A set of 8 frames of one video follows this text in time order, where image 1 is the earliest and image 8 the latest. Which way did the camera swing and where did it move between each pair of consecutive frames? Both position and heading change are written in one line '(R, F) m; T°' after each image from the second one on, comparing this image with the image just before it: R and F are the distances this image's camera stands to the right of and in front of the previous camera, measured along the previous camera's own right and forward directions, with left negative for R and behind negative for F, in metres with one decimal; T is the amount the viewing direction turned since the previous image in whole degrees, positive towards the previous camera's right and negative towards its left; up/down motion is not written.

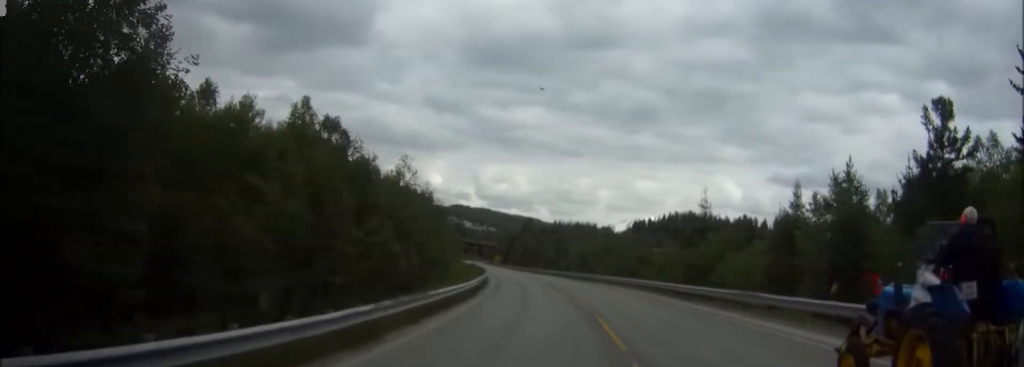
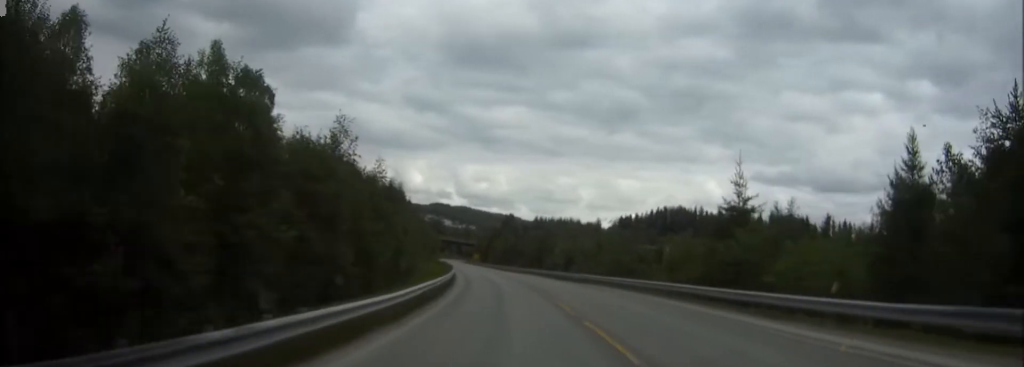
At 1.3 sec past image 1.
(+1.2, +14.2) m; +2°
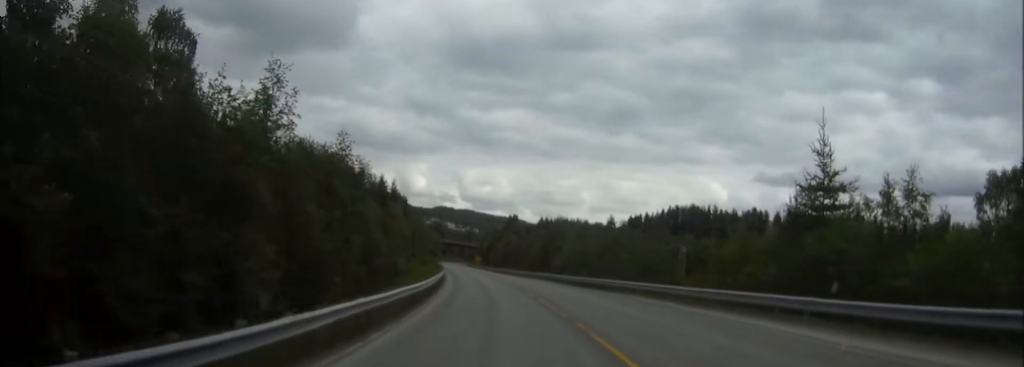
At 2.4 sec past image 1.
(-1.3, +12.7) m; -6°
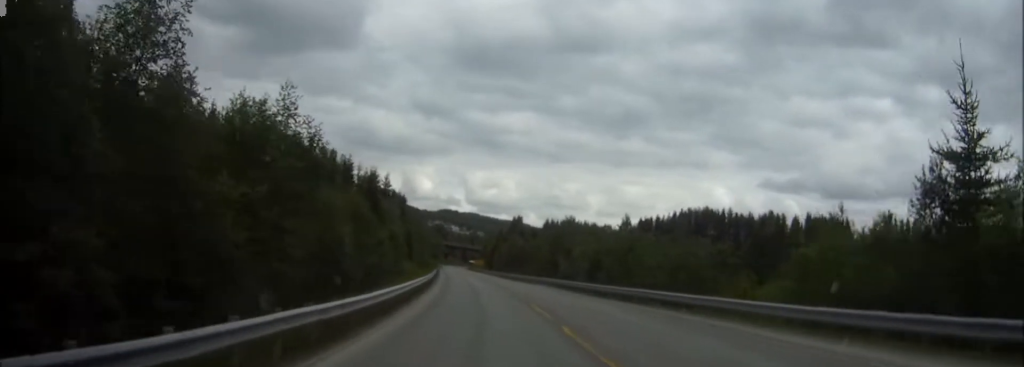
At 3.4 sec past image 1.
(+0.1, +12.4) m; +1°
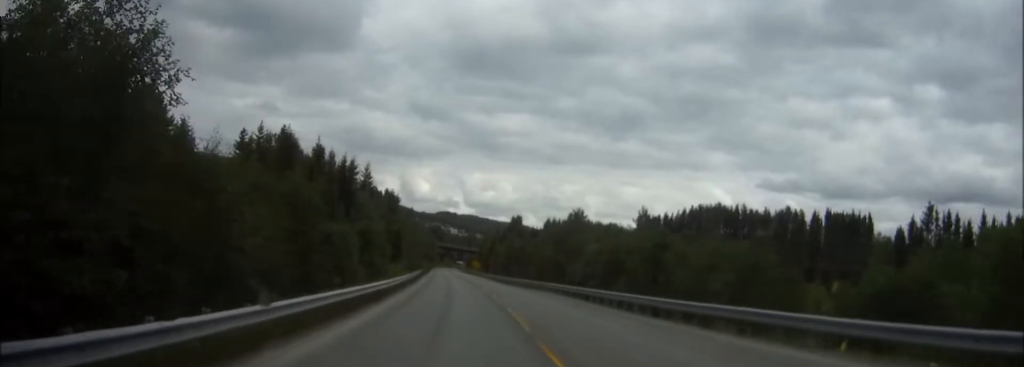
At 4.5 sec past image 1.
(+0.2, +16.3) m; -3°
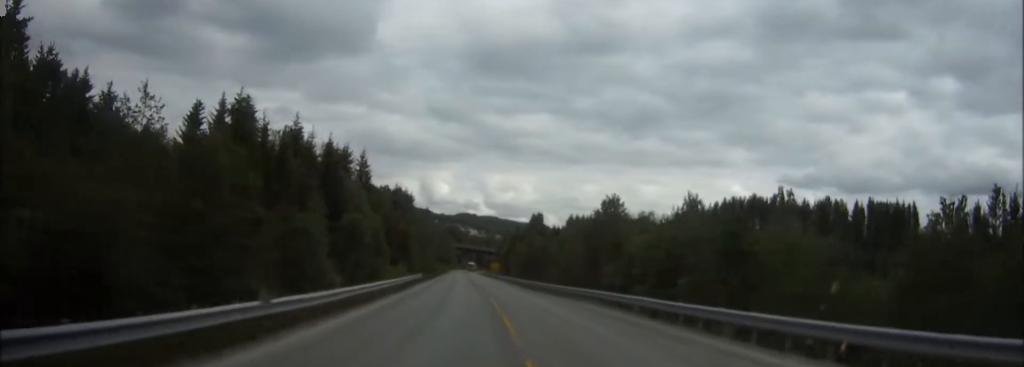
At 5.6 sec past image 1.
(-1.1, +16.9) m; -4°
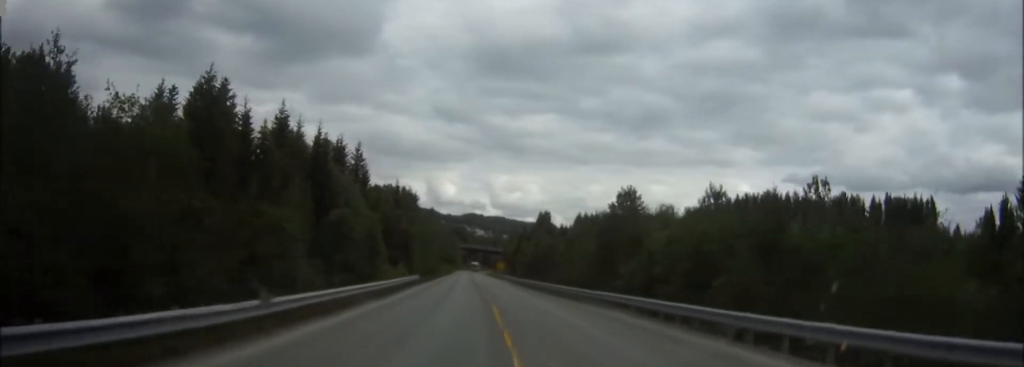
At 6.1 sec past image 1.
(0.0, +7.0) m; 0°
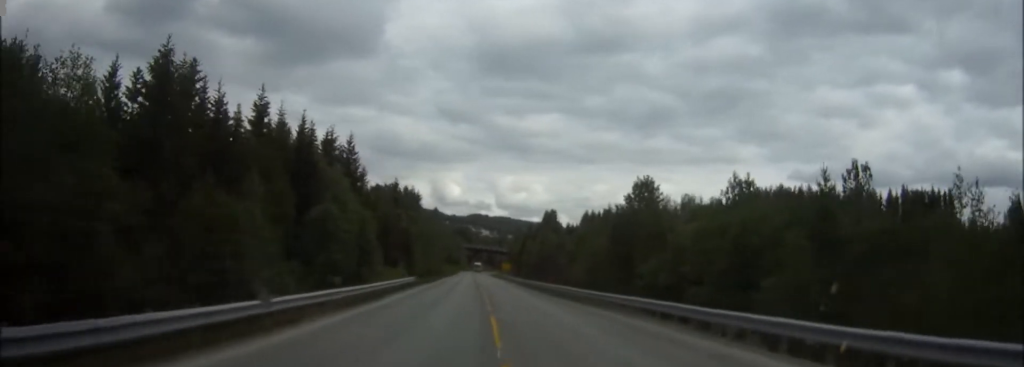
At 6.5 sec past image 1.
(0.0, +7.0) m; 0°
